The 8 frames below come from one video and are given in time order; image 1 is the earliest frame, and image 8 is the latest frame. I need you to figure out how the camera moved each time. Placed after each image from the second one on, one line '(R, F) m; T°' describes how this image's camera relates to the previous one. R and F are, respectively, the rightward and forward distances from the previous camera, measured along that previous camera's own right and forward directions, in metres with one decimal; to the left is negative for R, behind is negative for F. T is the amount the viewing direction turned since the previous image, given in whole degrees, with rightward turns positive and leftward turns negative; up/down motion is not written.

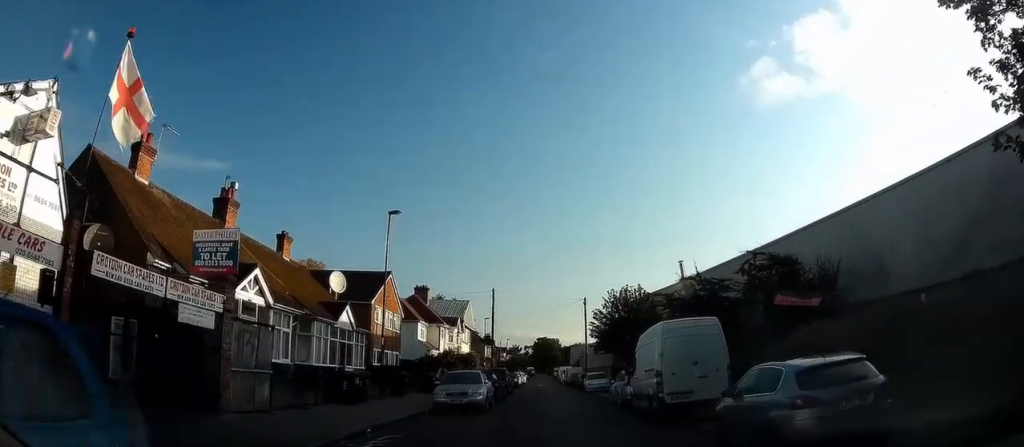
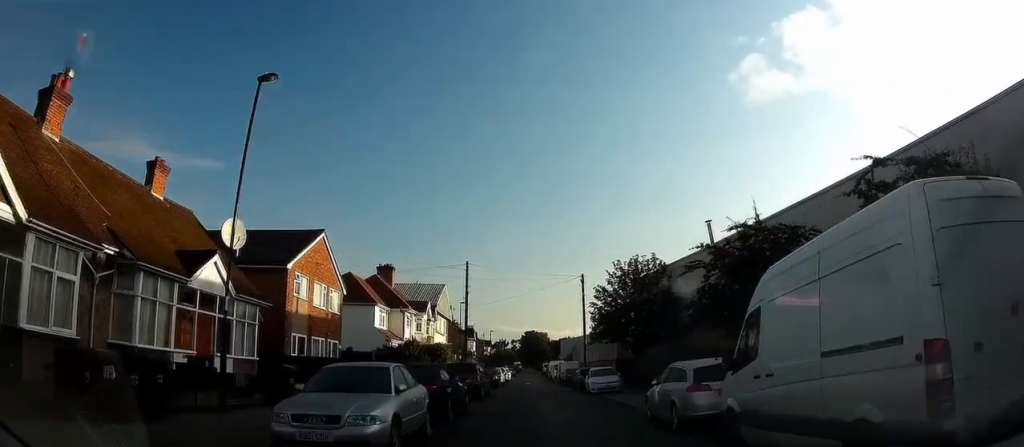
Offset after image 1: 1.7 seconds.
(+0.3, +12.3) m; +2°
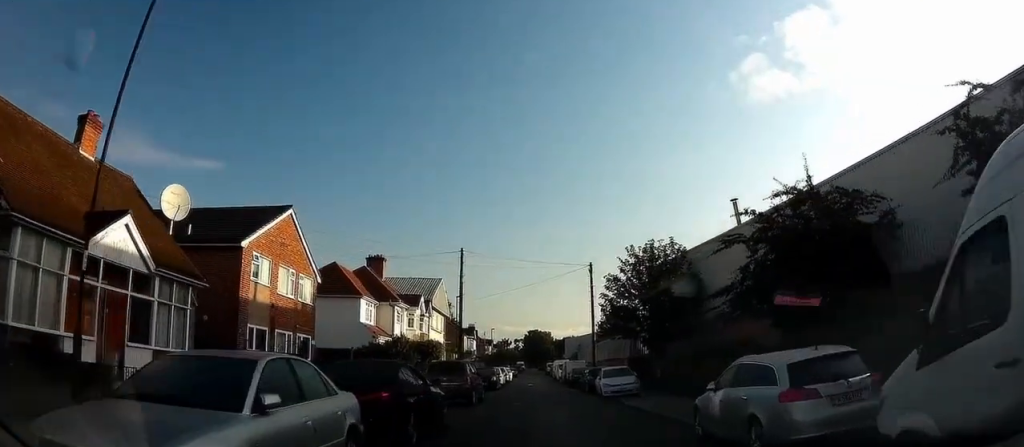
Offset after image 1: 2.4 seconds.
(0.0, +5.4) m; 0°
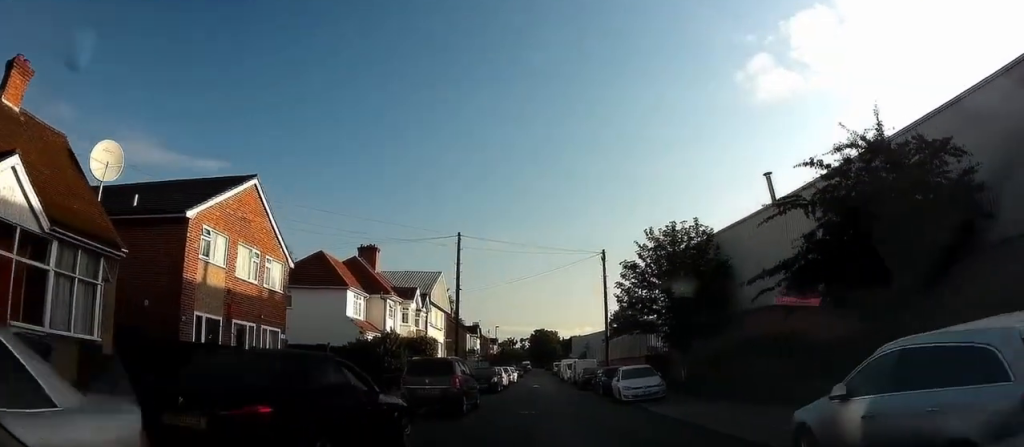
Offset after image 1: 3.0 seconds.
(0.0, +4.9) m; 0°
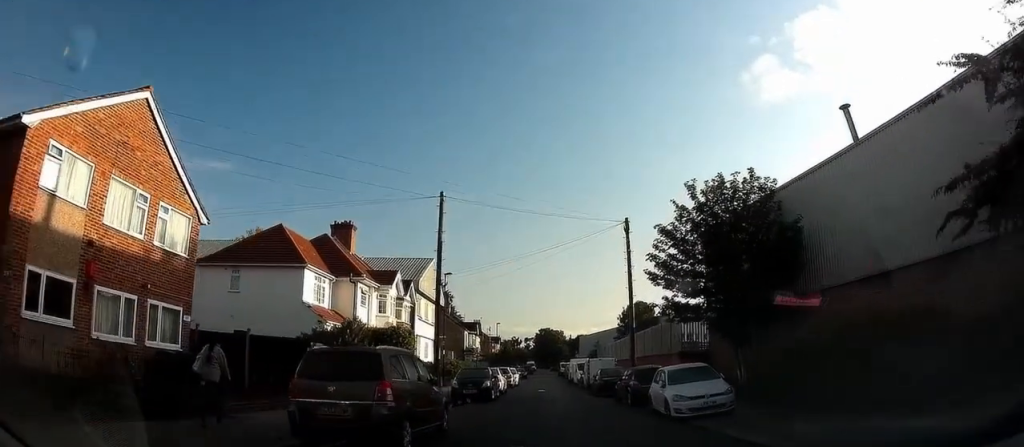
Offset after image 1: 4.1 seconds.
(0.0, +8.2) m; 0°
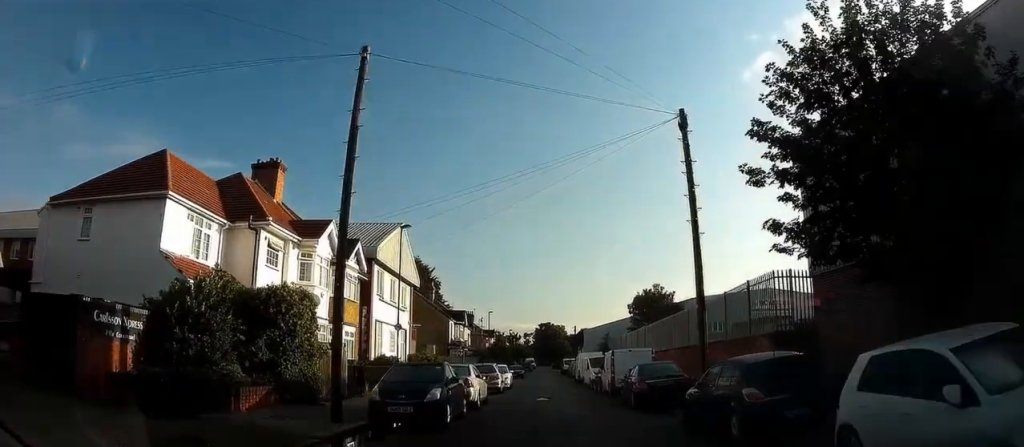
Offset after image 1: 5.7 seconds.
(0.0, +8.2) m; 0°
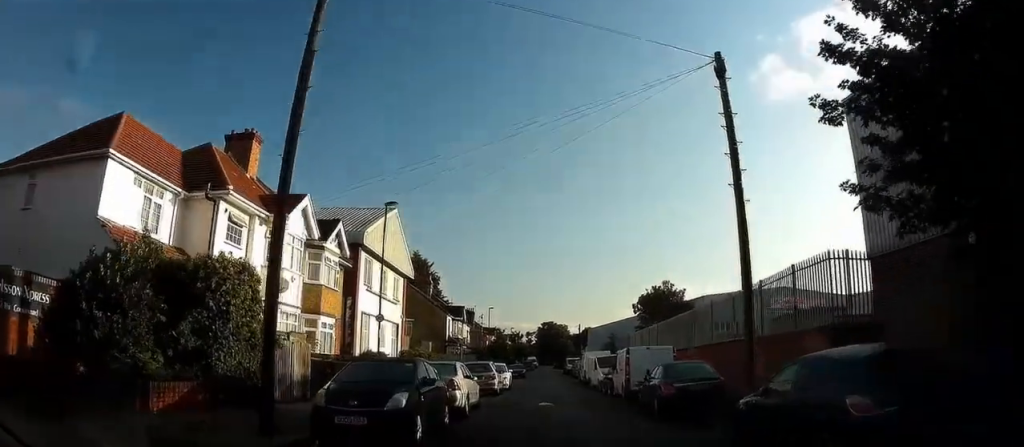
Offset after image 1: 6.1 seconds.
(0.0, +2.9) m; 0°
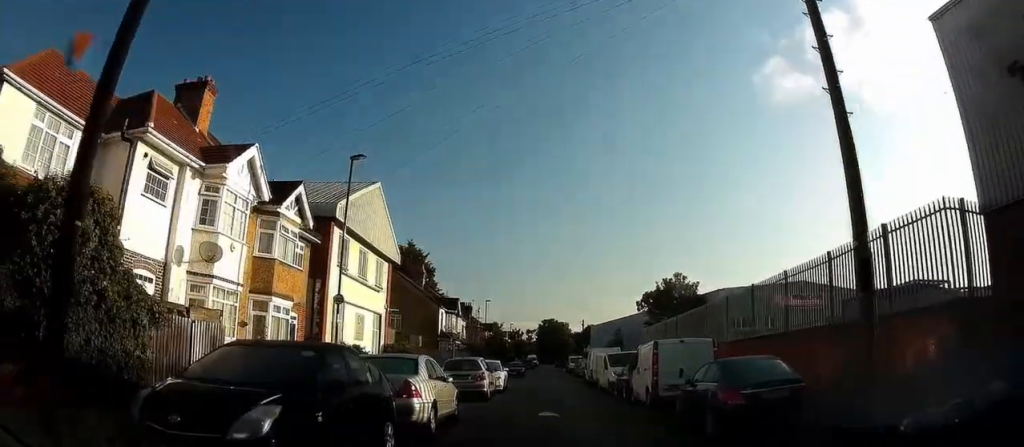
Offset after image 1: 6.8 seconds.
(0.0, +4.5) m; -1°
